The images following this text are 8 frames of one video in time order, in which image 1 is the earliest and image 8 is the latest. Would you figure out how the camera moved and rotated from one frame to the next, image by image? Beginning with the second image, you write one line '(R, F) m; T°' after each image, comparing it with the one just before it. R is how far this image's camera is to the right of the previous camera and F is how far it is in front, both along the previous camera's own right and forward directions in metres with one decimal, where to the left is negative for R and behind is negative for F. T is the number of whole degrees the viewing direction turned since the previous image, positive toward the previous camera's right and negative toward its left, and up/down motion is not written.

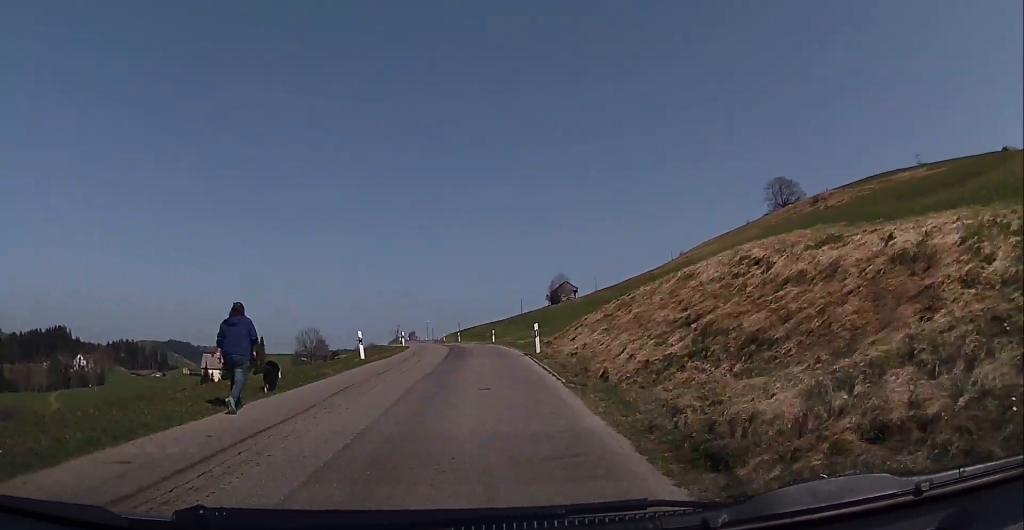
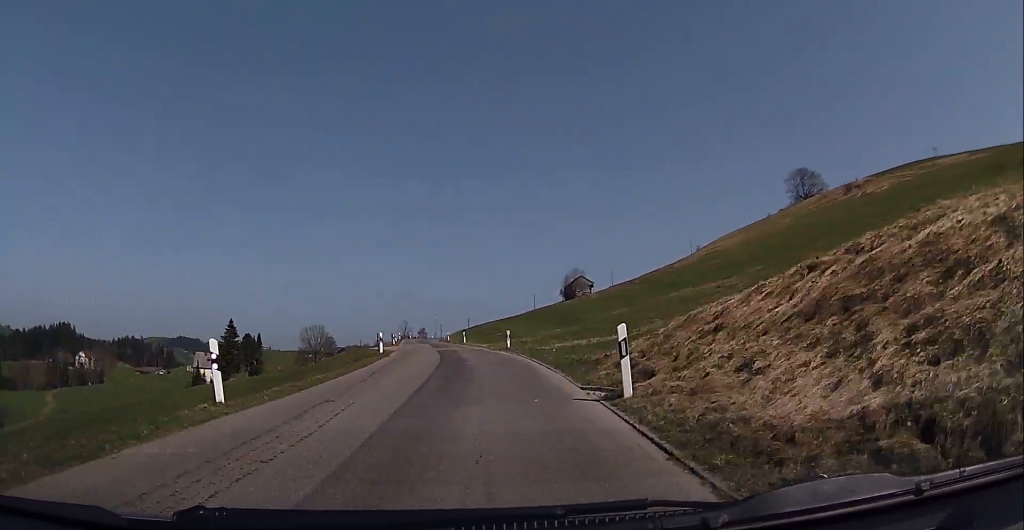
(-0.3, +13.7) m; -2°
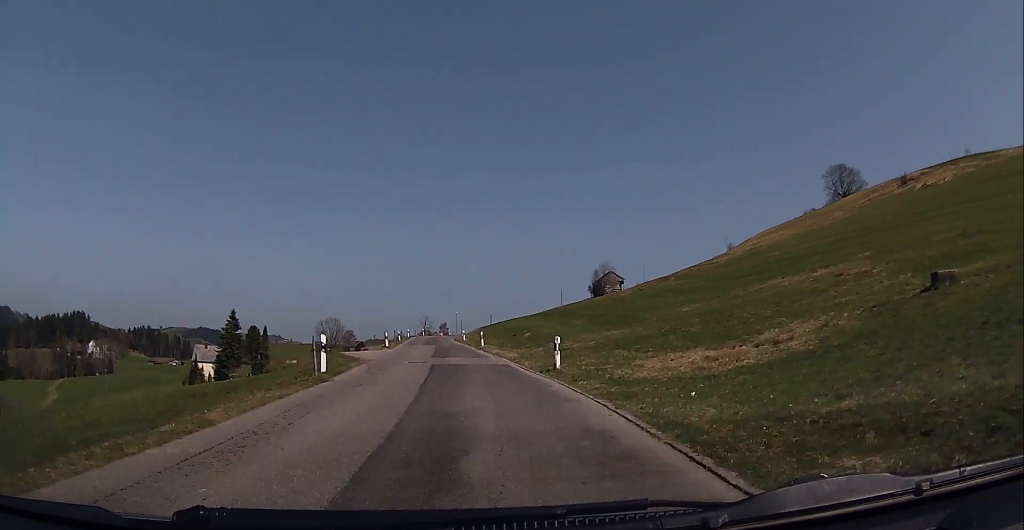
(-0.2, +15.2) m; 0°
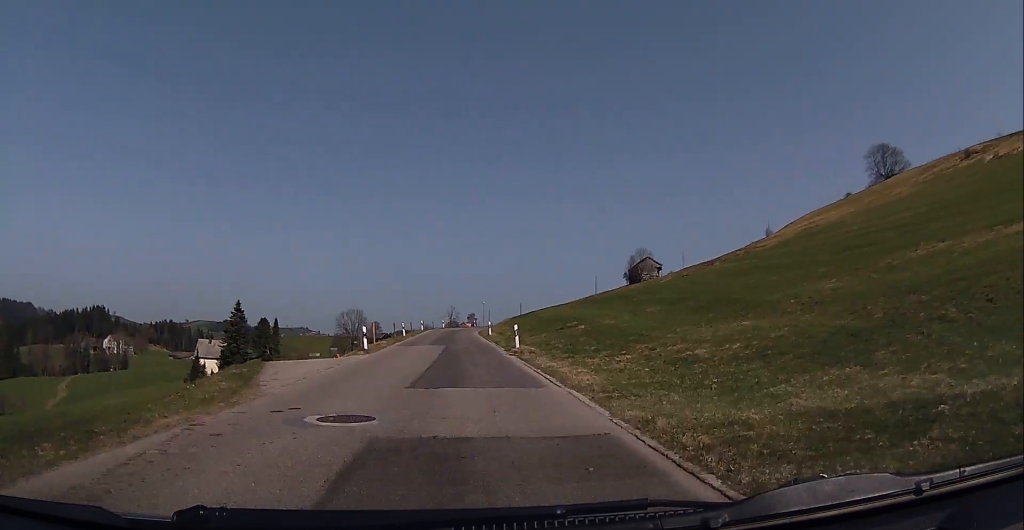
(+0.4, +15.6) m; +2°
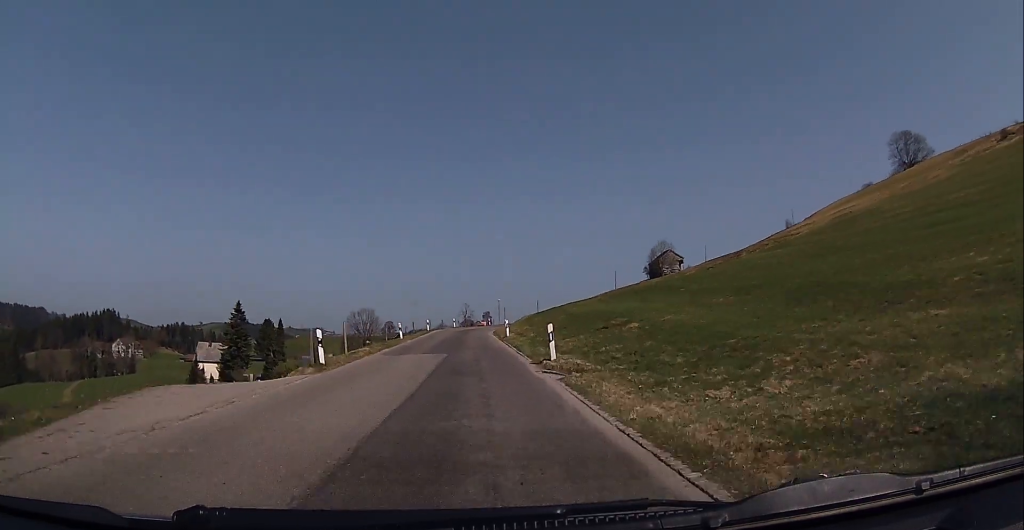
(0.0, +9.0) m; 0°
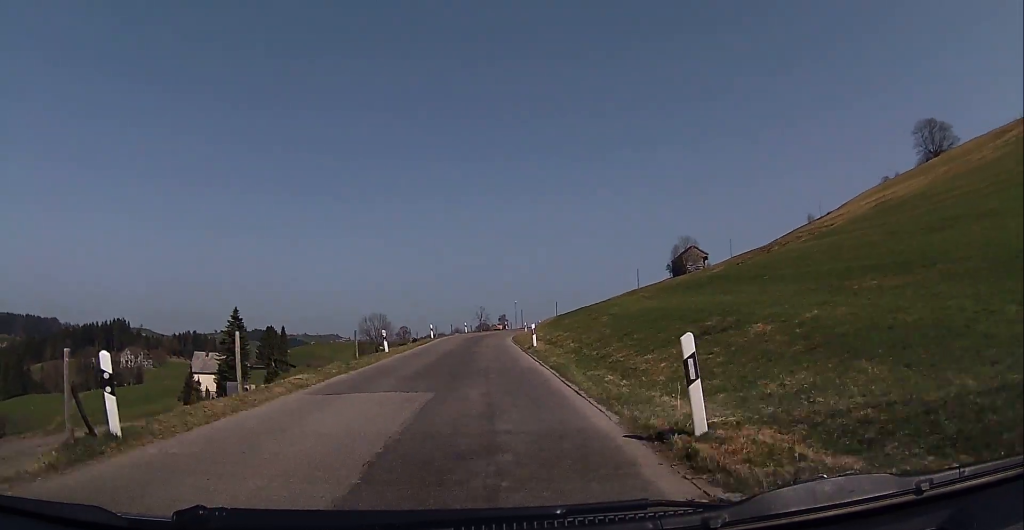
(0.0, +10.6) m; -1°
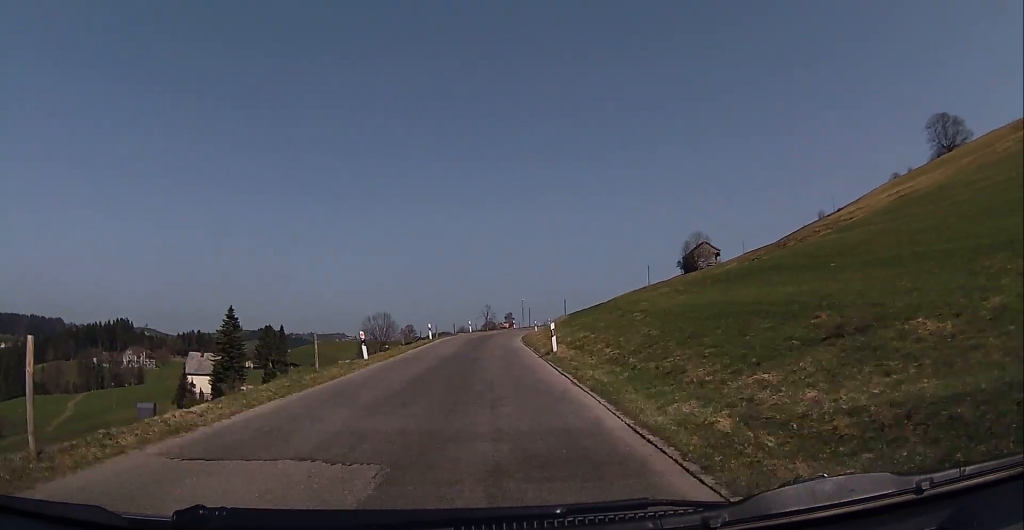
(0.0, +5.8) m; -1°
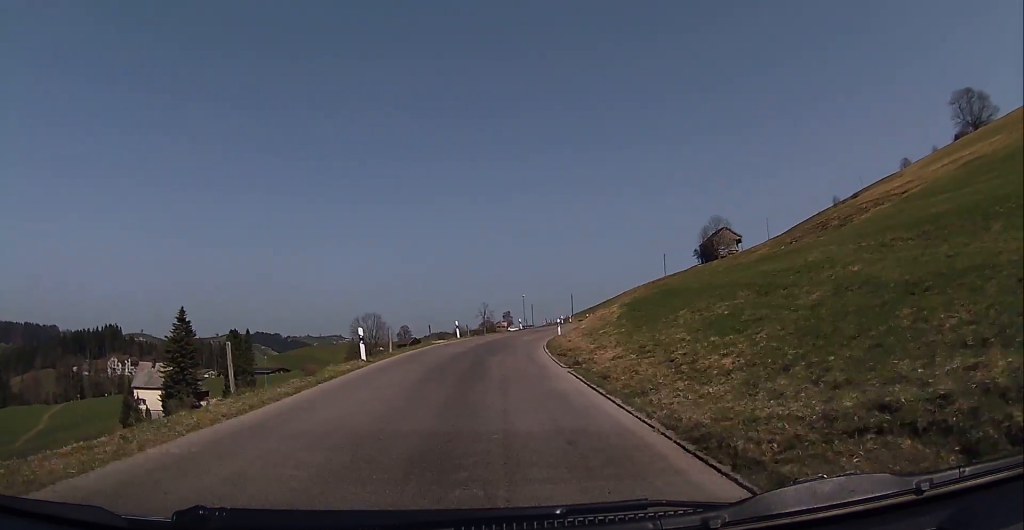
(-0.9, +21.1) m; -5°
